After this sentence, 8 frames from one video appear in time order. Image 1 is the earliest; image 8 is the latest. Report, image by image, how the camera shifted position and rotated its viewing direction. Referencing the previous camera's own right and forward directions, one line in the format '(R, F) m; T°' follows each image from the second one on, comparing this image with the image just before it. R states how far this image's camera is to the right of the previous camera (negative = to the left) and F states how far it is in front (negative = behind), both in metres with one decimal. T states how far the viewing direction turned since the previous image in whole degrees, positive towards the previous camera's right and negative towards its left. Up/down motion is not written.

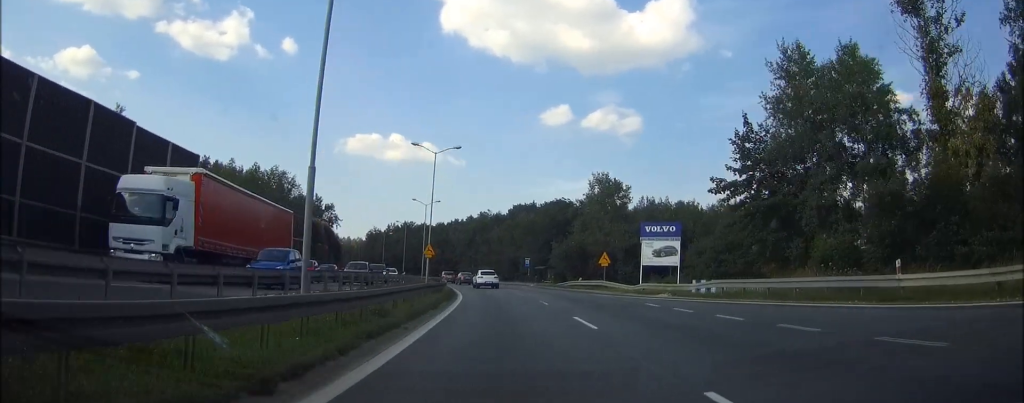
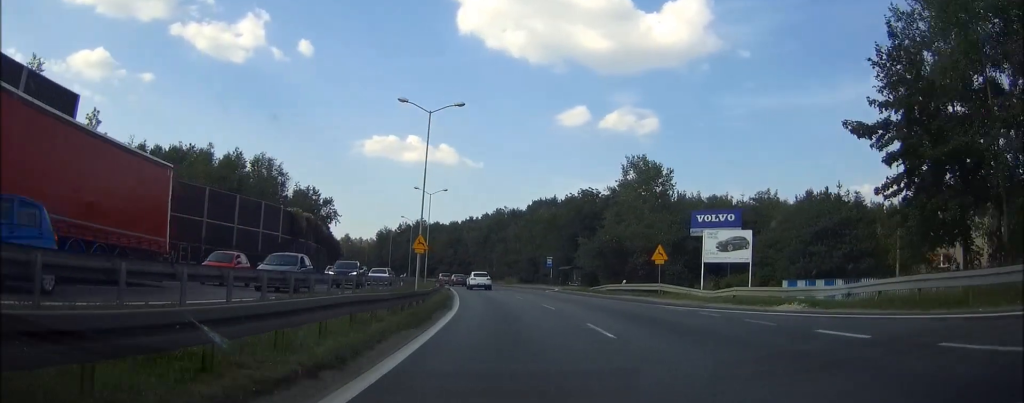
(-0.2, +13.2) m; -1°
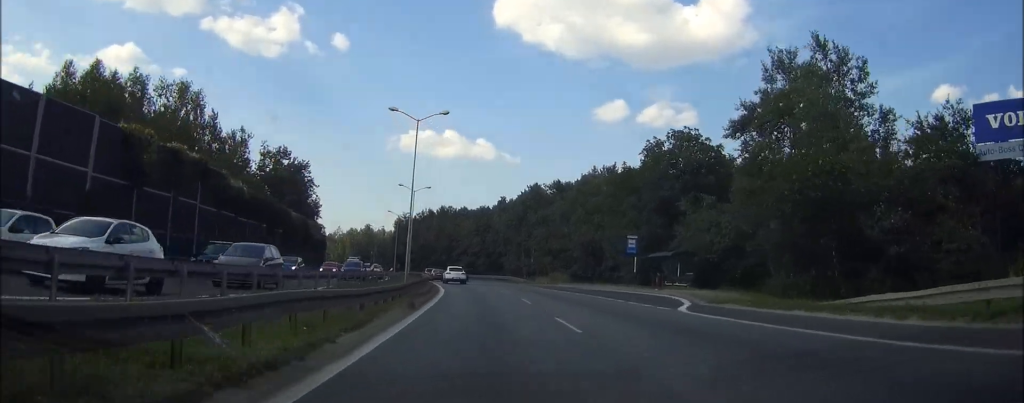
(-0.9, +35.6) m; -3°
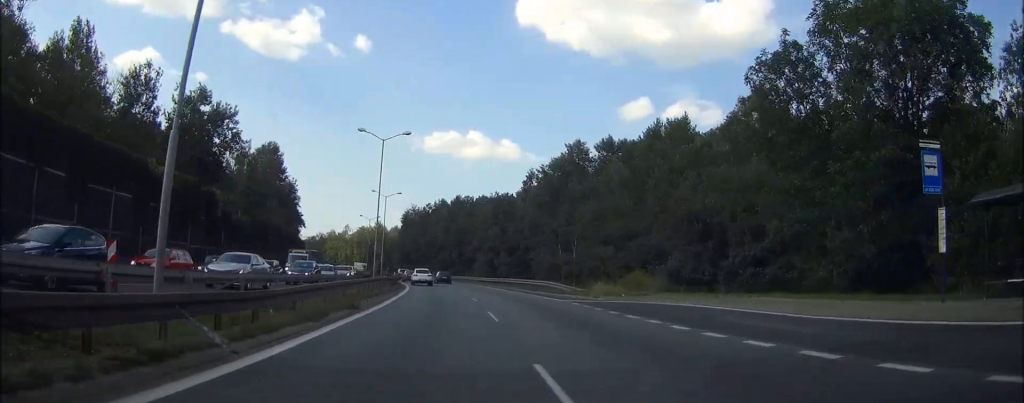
(-0.9, +32.2) m; -3°
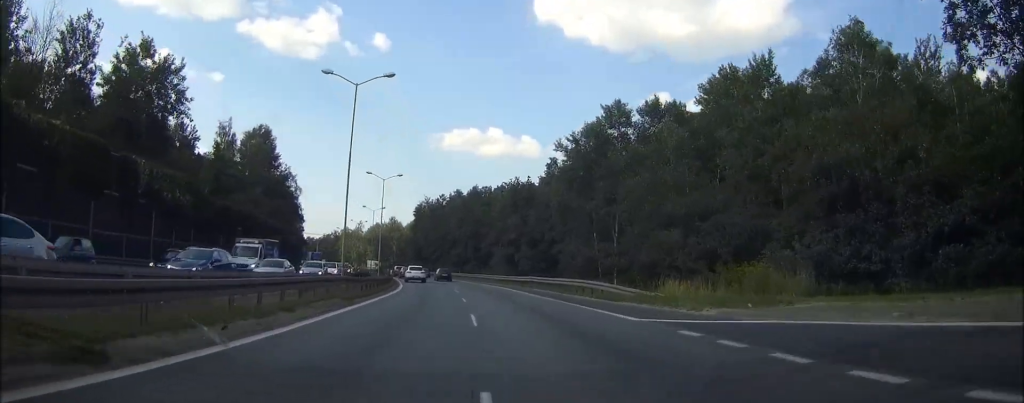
(-0.1, +14.3) m; -2°
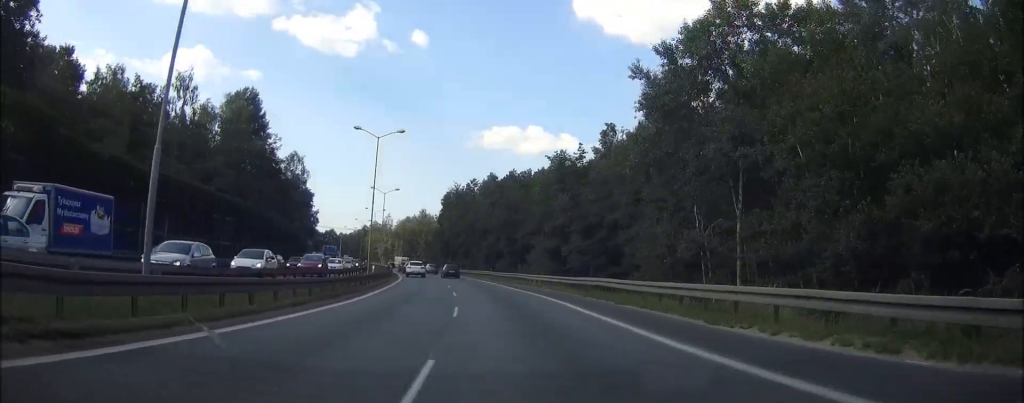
(-0.6, +21.8) m; -3°
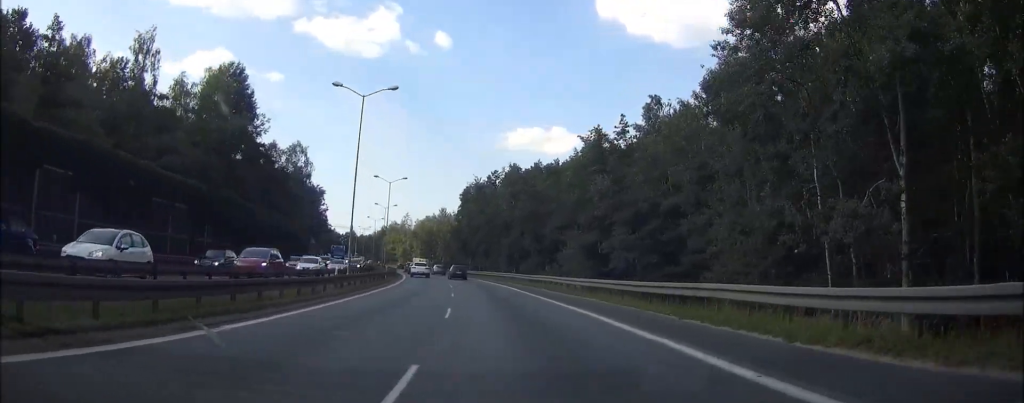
(-0.4, +12.7) m; -2°
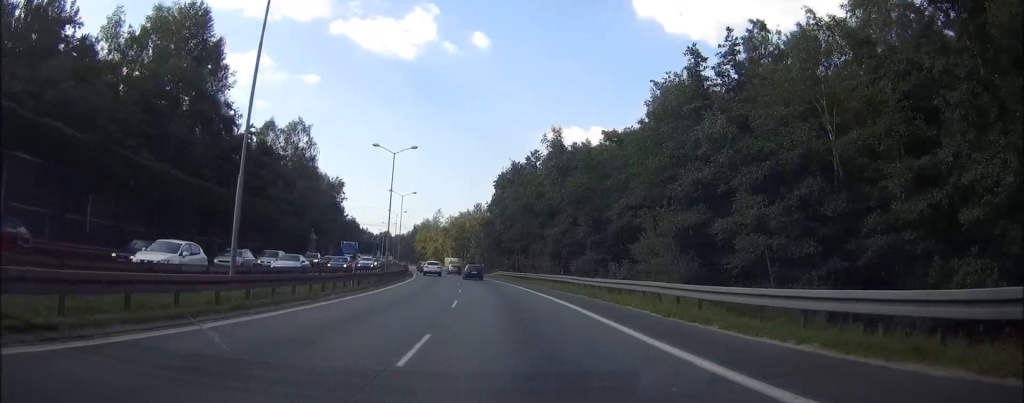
(-0.6, +20.0) m; -3°
